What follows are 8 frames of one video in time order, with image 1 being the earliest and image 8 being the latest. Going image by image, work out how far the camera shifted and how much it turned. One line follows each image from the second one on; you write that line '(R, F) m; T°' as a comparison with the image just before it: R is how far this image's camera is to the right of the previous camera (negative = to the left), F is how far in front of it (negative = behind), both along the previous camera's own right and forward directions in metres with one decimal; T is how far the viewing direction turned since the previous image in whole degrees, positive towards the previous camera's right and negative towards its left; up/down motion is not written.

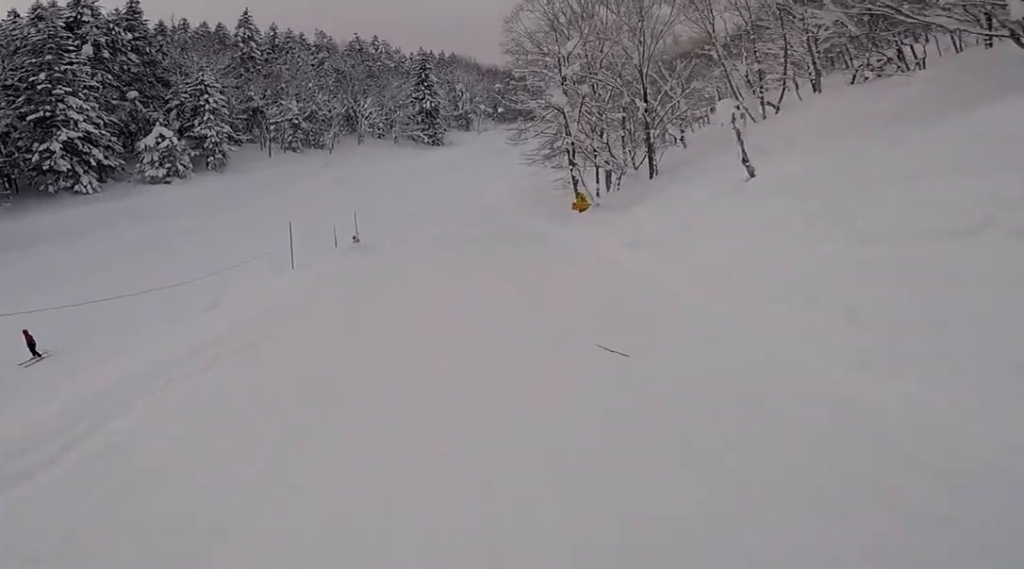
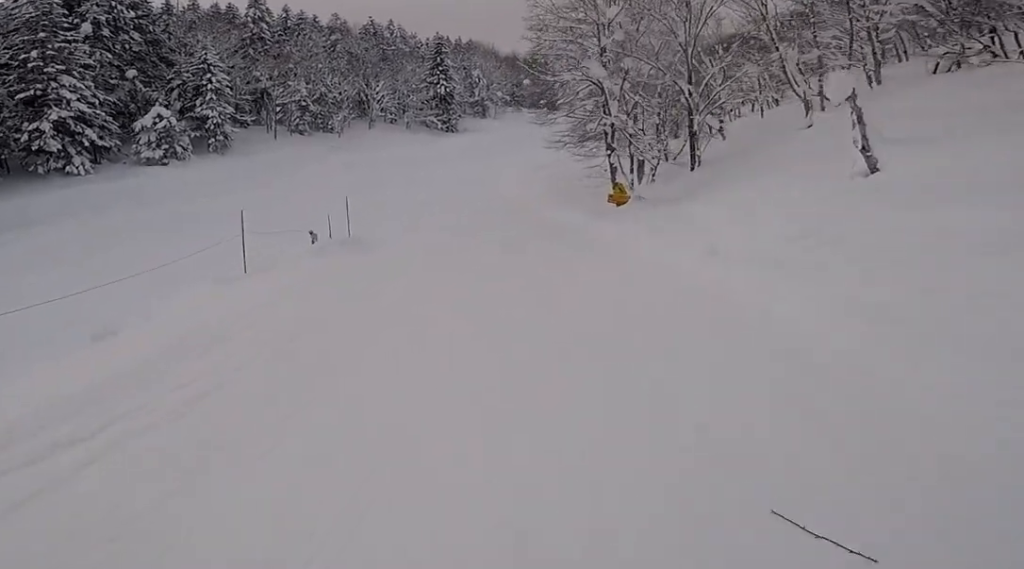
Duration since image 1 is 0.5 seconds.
(+0.2, +2.8) m; -7°
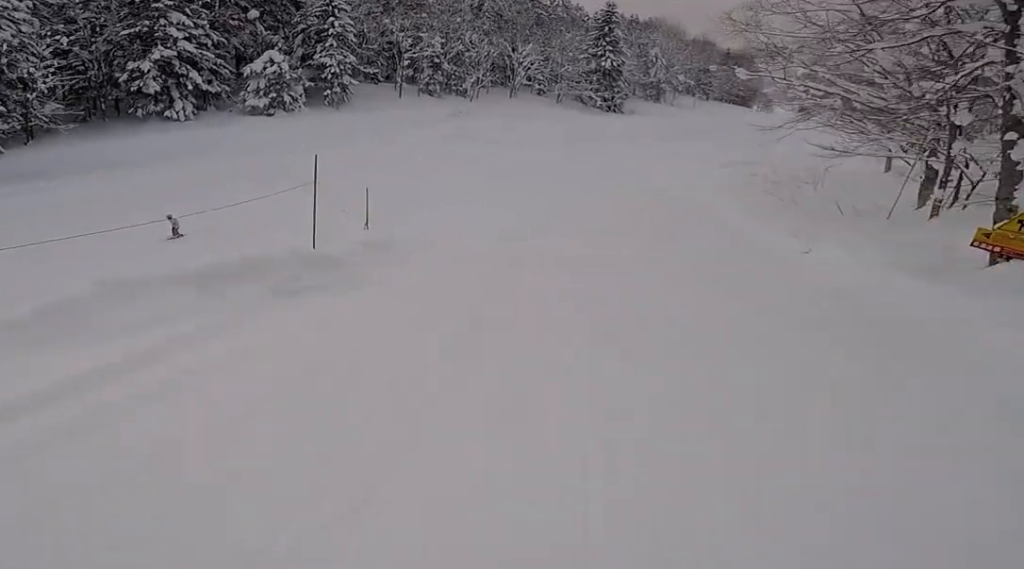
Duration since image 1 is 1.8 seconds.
(-1.8, +7.8) m; -16°
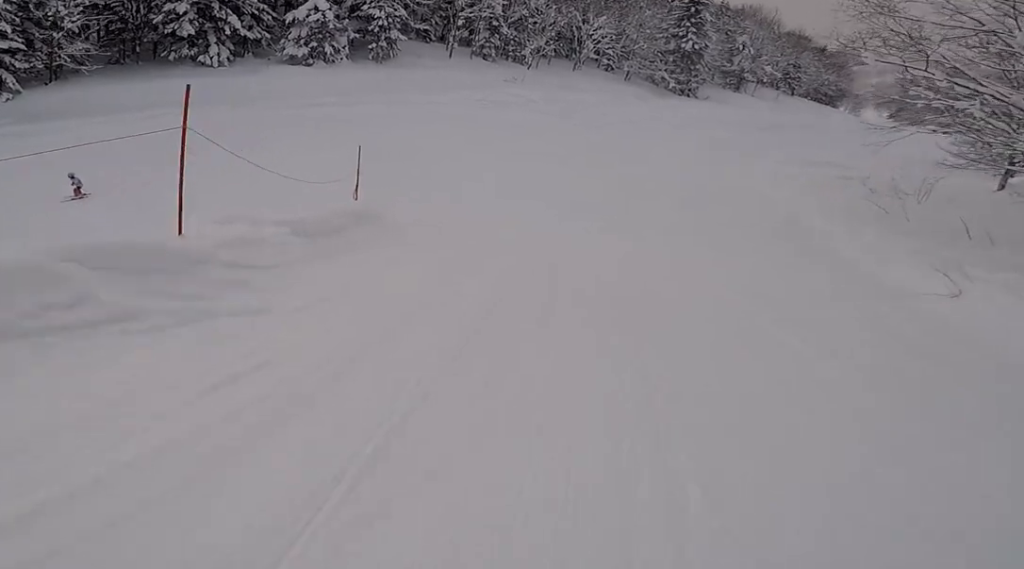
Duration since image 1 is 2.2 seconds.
(+0.2, +2.7) m; -3°
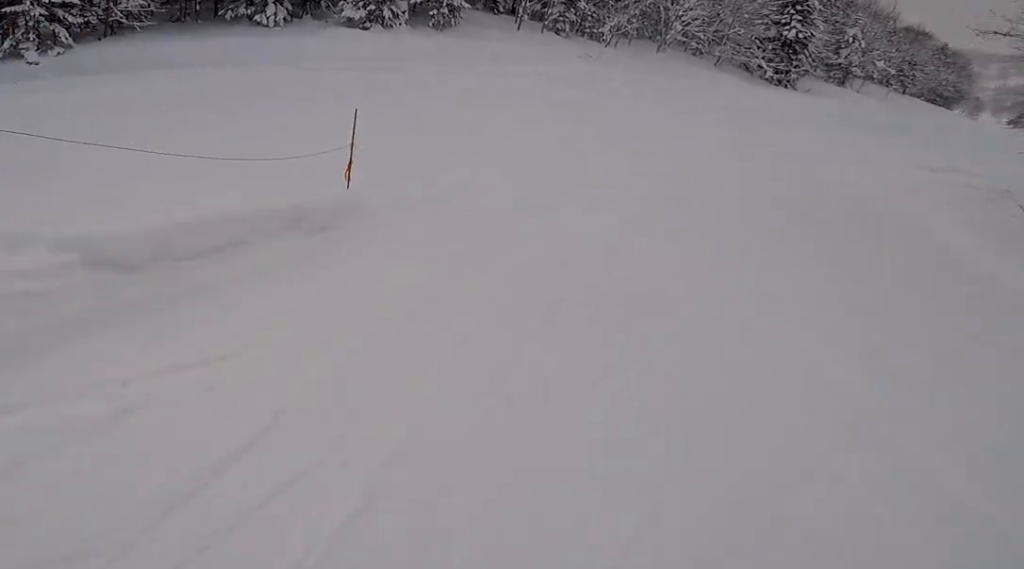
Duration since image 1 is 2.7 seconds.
(+0.2, +2.7) m; -4°
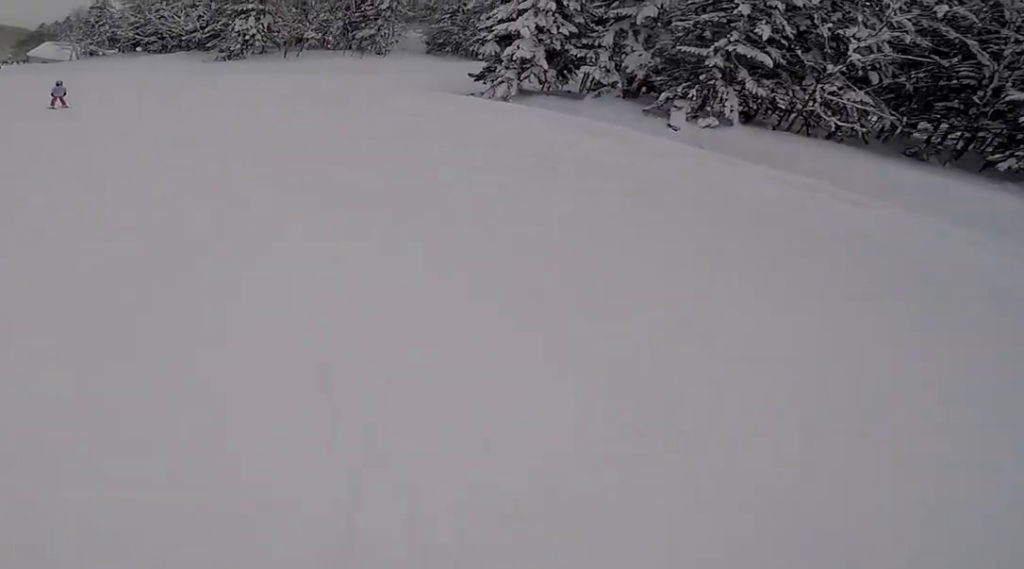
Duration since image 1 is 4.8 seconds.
(-7.6, +9.4) m; -82°
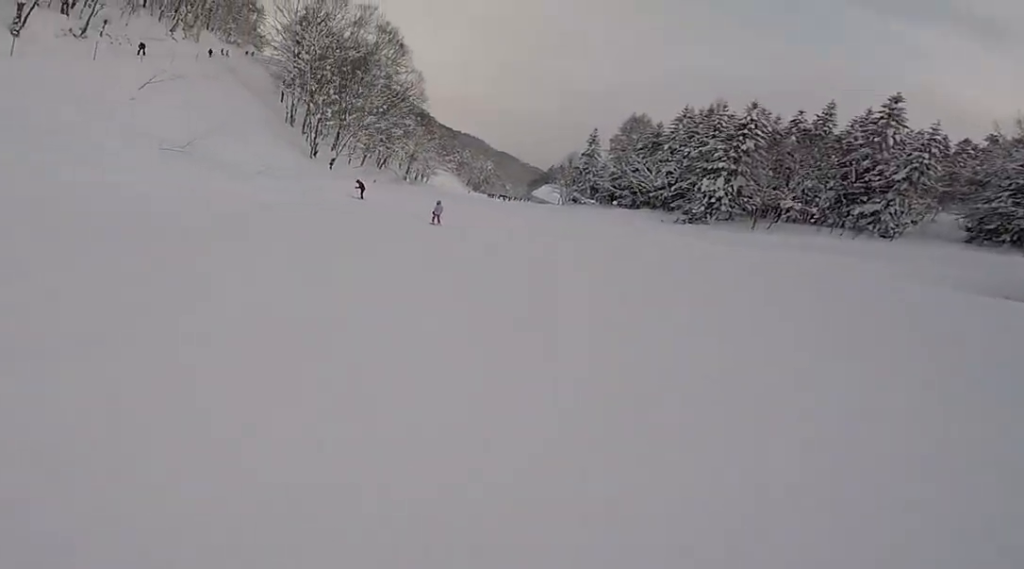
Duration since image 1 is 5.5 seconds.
(-1.1, +4.7) m; -19°
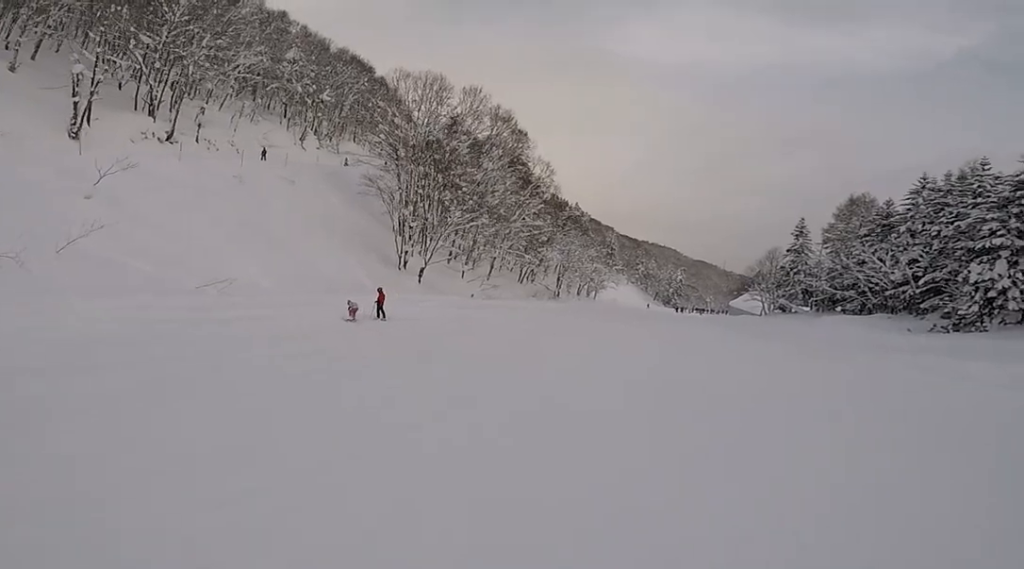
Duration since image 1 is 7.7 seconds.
(-2.0, +13.1) m; -7°
